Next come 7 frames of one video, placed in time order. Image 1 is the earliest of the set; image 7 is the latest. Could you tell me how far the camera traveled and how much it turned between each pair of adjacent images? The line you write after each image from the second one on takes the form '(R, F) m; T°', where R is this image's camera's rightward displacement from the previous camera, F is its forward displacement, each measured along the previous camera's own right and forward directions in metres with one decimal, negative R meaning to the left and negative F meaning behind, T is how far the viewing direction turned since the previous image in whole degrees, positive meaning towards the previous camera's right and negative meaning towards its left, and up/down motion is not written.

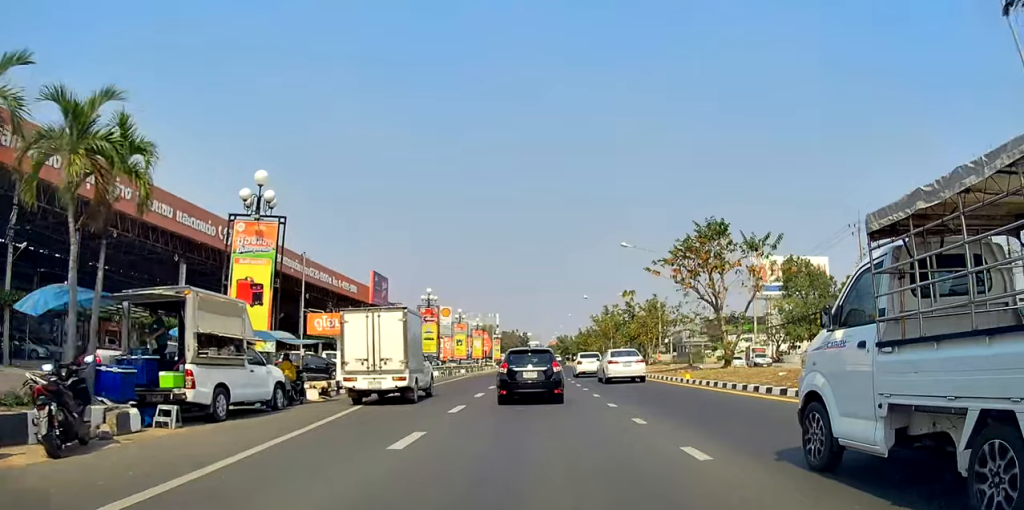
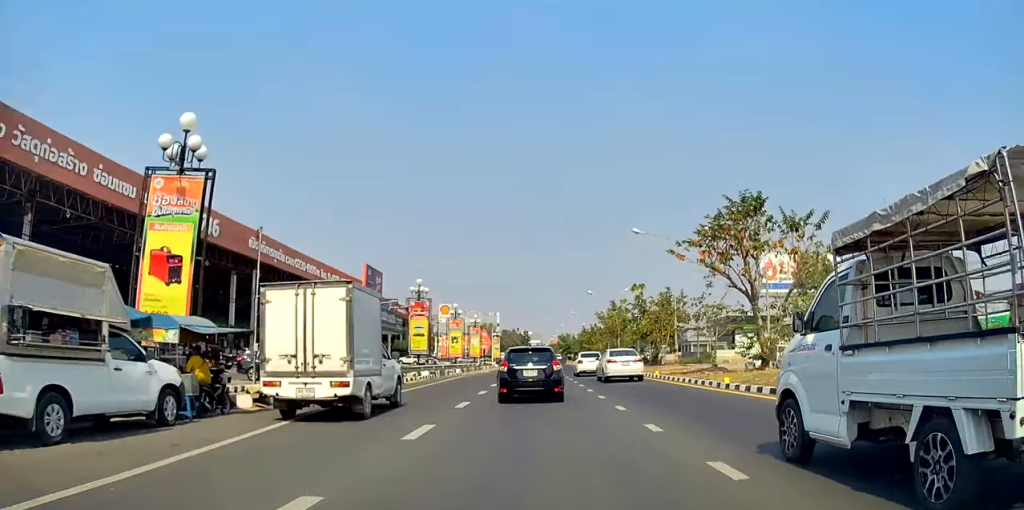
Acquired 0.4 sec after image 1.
(-0.1, +5.8) m; +1°
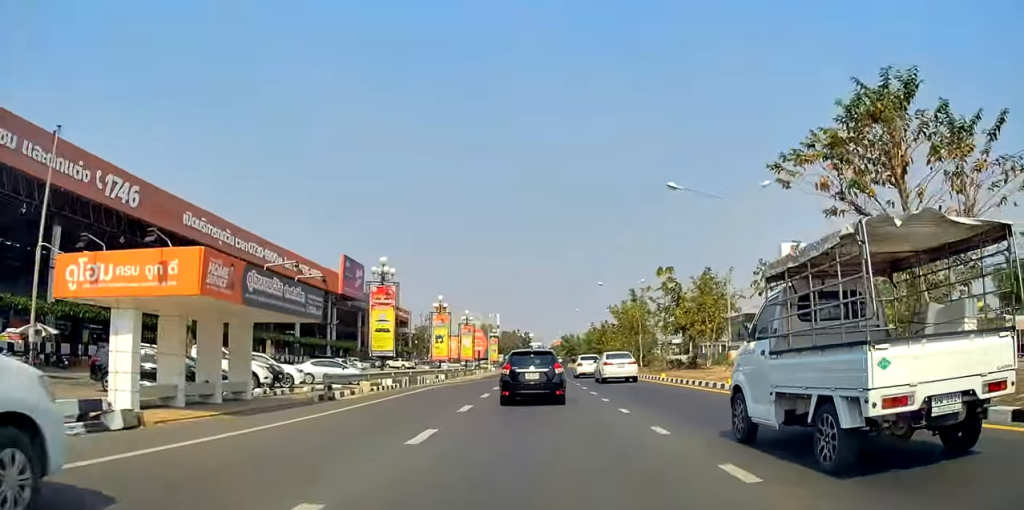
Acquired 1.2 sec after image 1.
(+0.4, +12.1) m; +2°
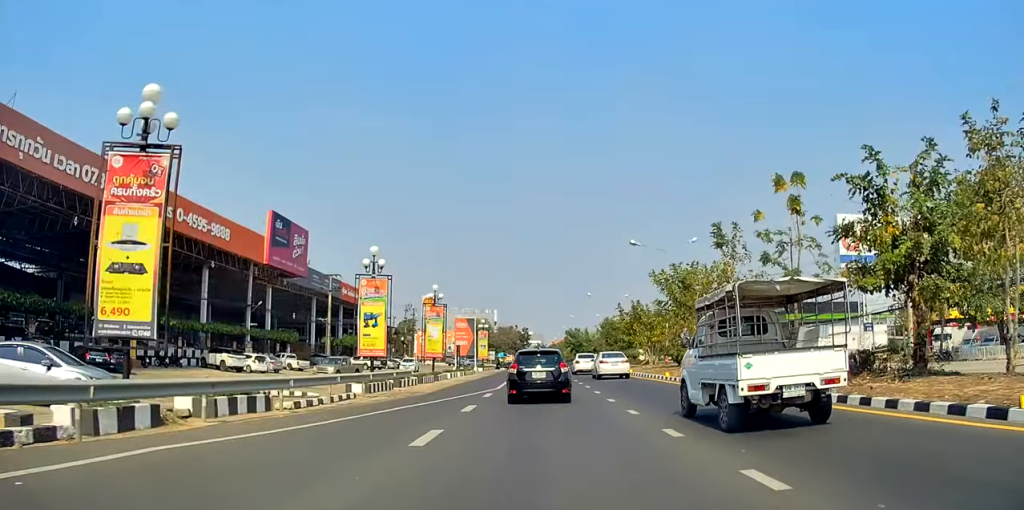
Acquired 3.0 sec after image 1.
(-0.2, +25.2) m; -3°
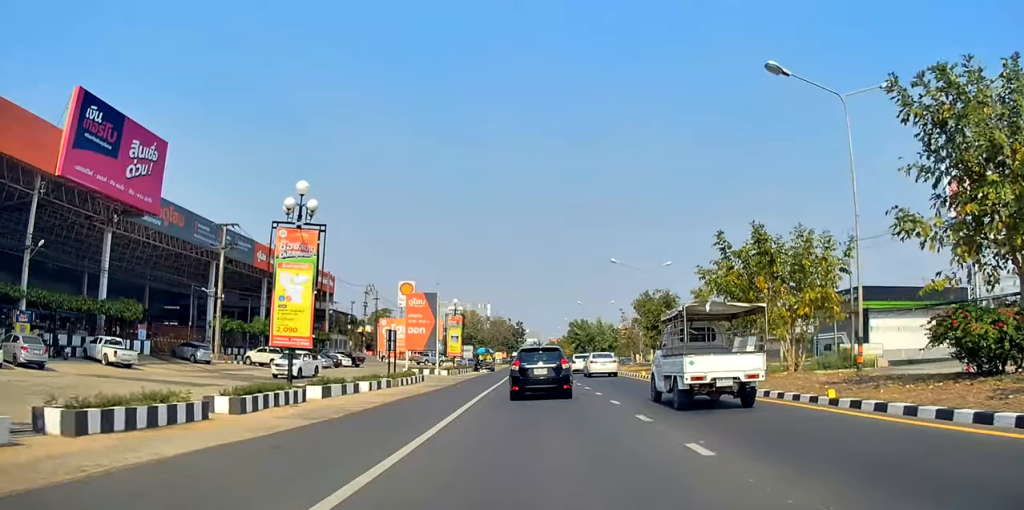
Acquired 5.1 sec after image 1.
(0.0, +30.5) m; +2°
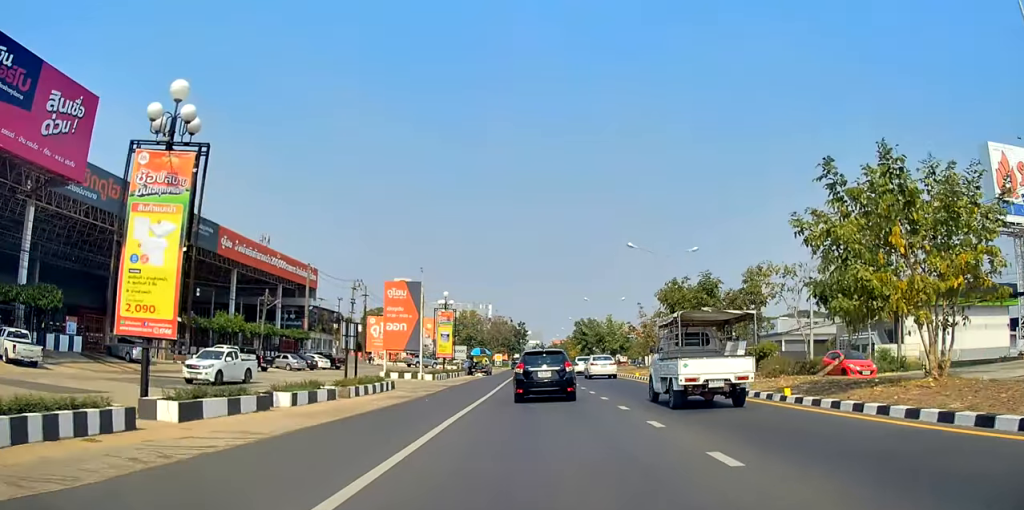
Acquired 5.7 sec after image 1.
(+0.3, +9.5) m; 0°
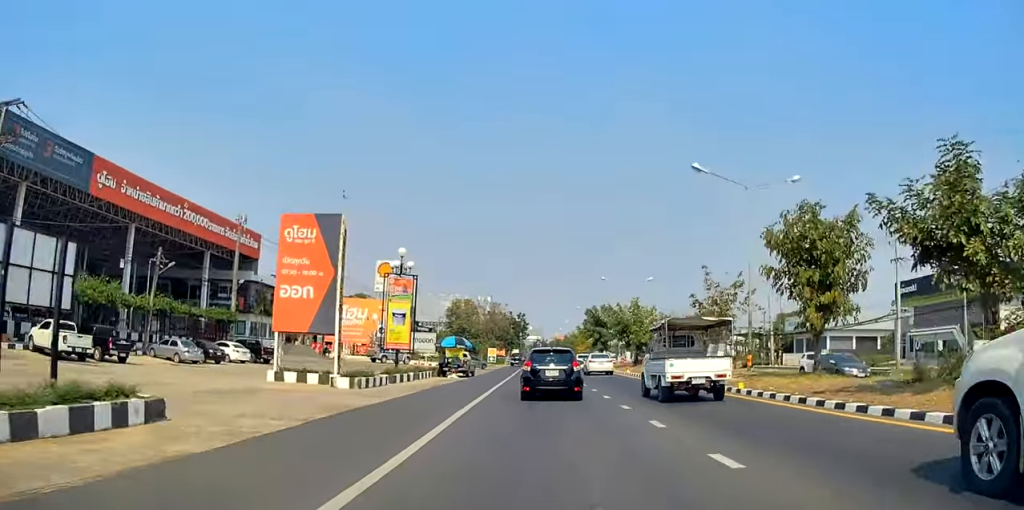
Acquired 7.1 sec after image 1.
(-0.5, +20.7) m; 0°
